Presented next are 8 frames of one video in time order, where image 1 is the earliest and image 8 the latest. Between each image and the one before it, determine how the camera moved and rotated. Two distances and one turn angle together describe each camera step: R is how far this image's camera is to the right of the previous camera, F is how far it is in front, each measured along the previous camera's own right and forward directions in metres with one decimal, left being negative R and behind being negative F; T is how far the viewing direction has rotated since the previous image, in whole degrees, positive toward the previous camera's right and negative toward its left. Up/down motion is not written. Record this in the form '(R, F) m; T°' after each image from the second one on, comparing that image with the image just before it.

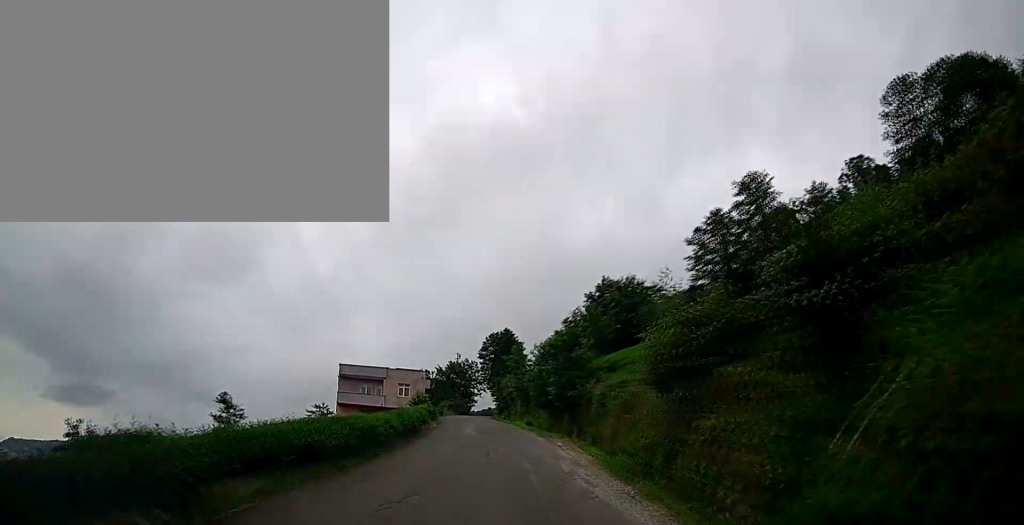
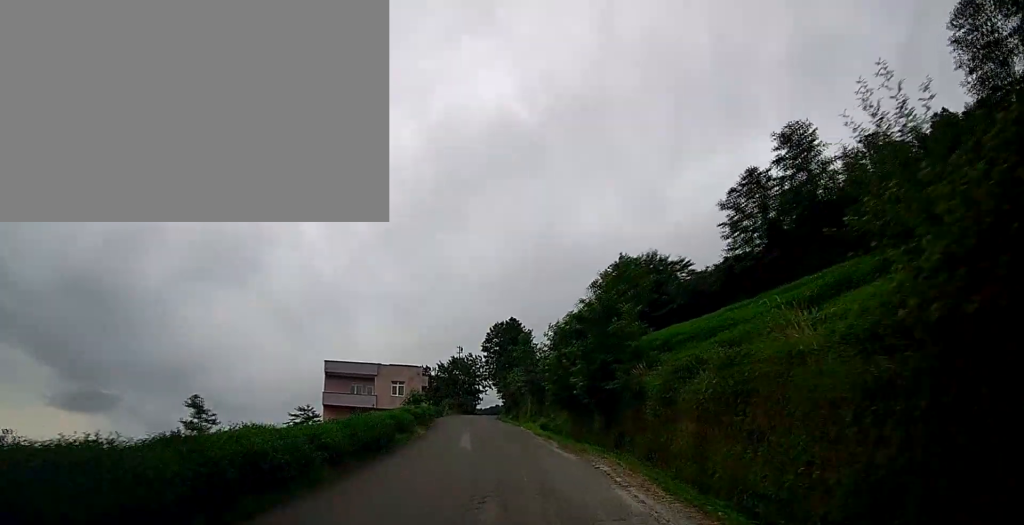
(0.0, +7.0) m; -2°
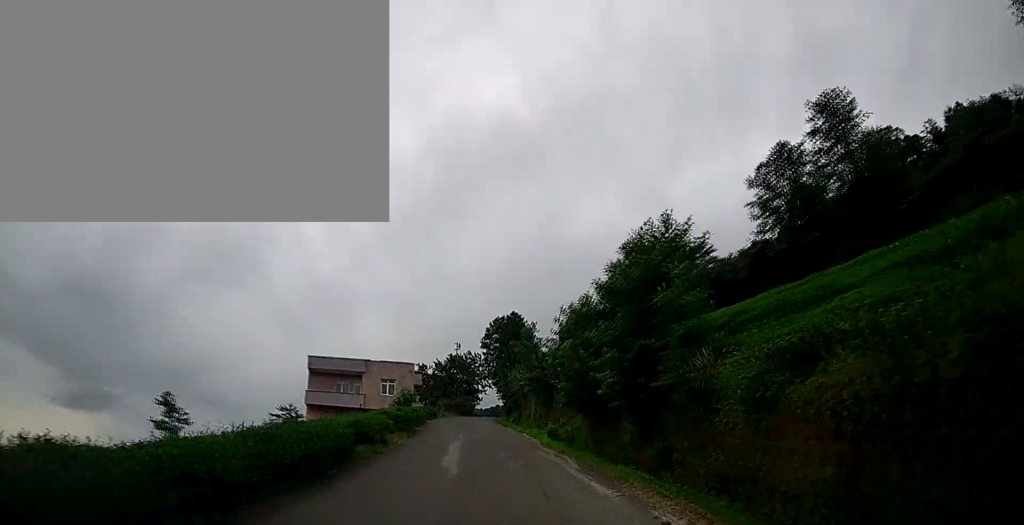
(-0.2, +4.6) m; -1°
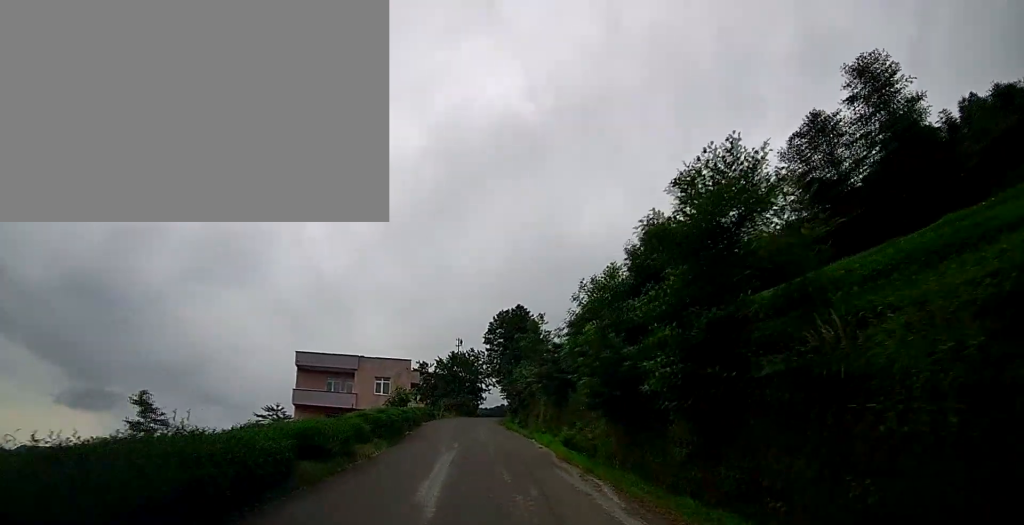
(-0.1, +4.0) m; -1°
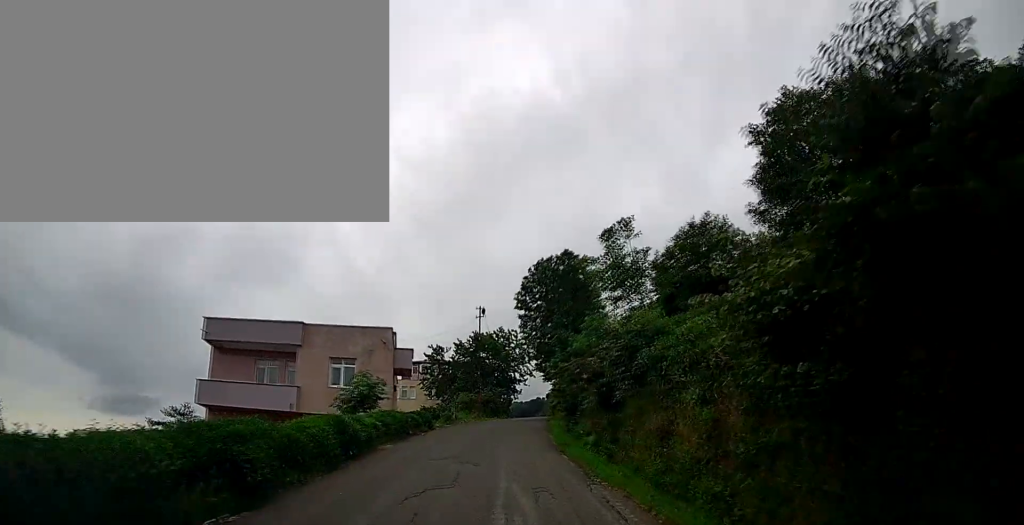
(-0.1, +18.8) m; 0°
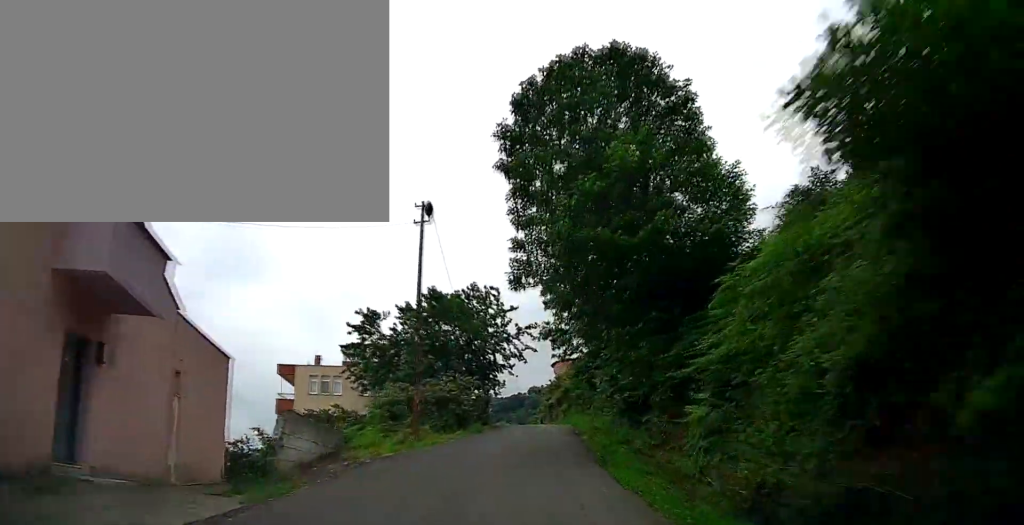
(-0.7, +23.3) m; -2°
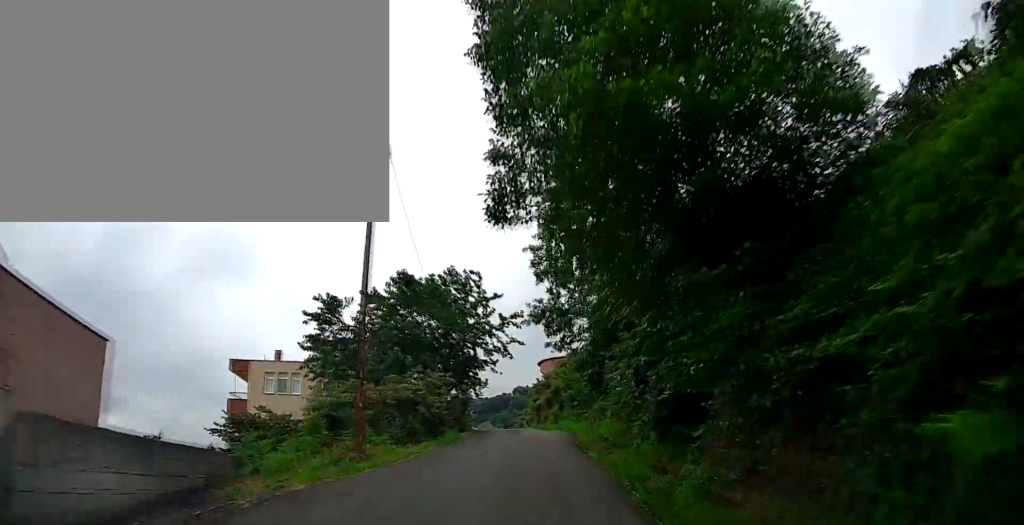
(+0.2, +5.4) m; +2°
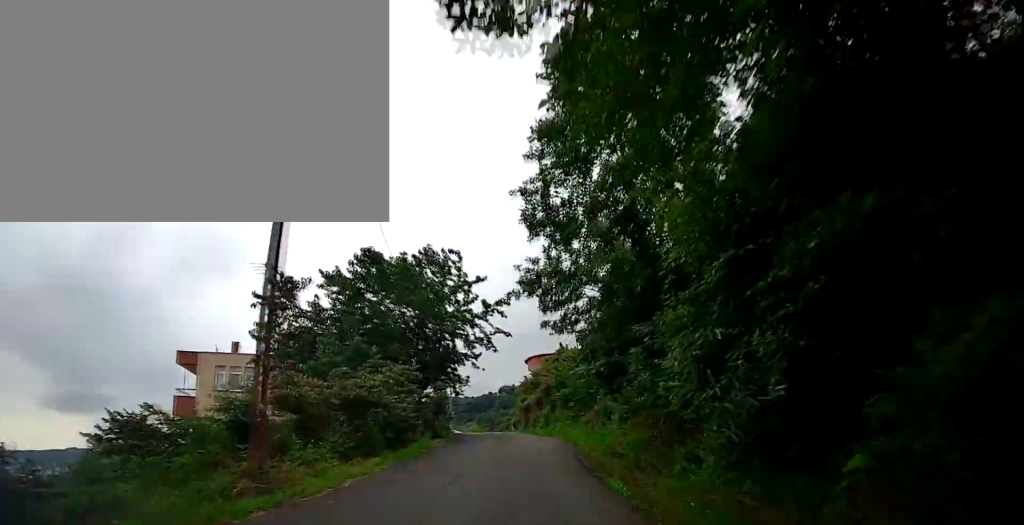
(+0.1, +4.9) m; +1°
